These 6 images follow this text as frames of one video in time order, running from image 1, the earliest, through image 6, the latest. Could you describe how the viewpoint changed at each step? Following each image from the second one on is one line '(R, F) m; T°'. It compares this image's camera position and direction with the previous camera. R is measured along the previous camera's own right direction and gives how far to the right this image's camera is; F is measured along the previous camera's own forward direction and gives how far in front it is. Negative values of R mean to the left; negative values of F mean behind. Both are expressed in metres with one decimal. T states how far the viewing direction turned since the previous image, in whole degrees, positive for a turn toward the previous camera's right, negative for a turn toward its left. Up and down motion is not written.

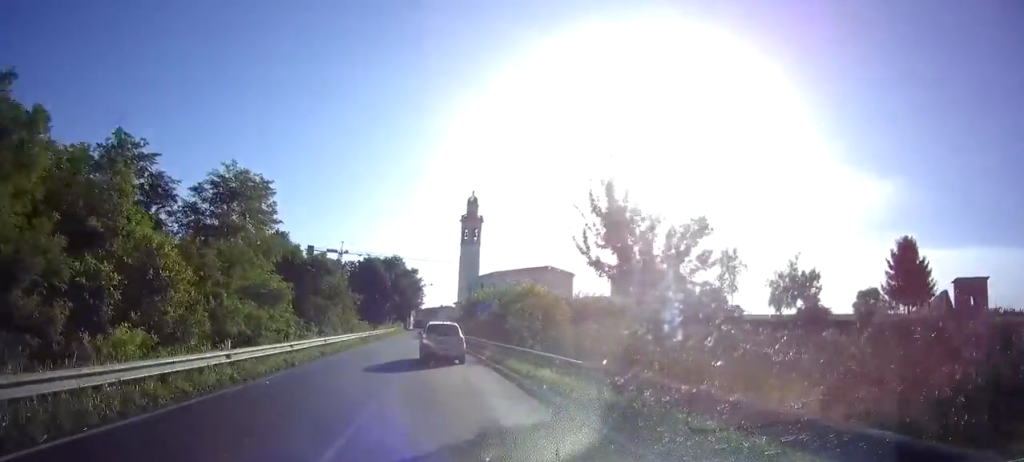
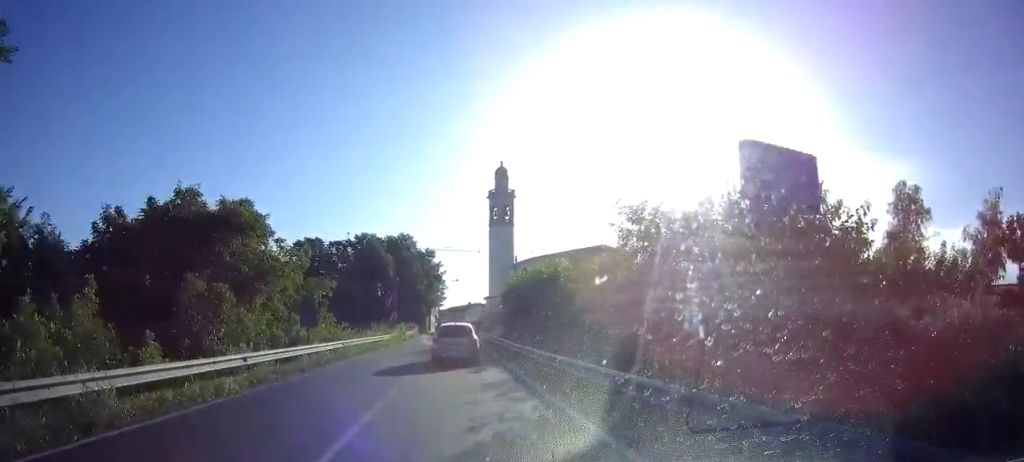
(-1.3, +30.0) m; -4°
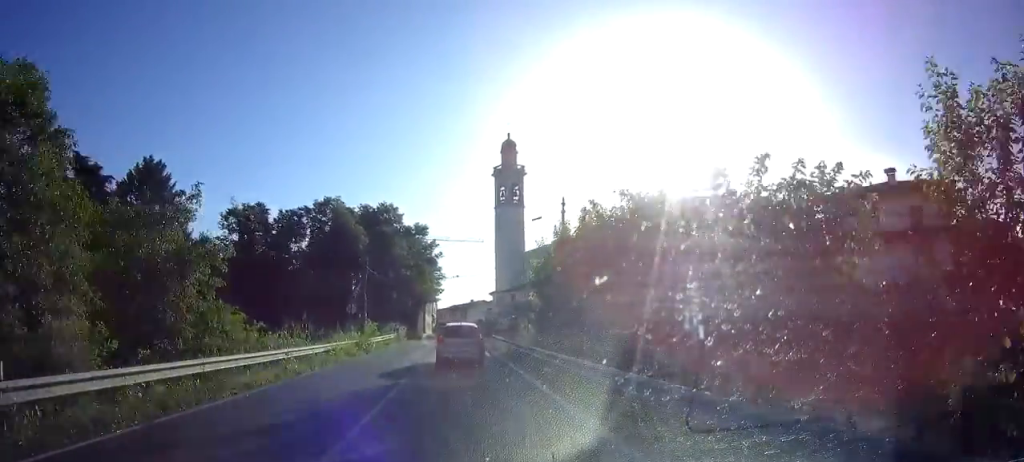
(-0.3, +20.4) m; -1°
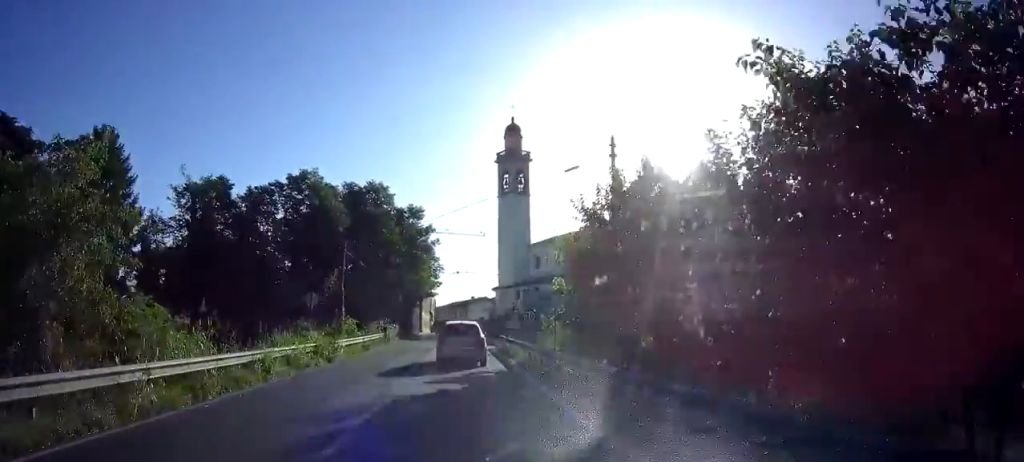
(0.0, +8.7) m; 0°
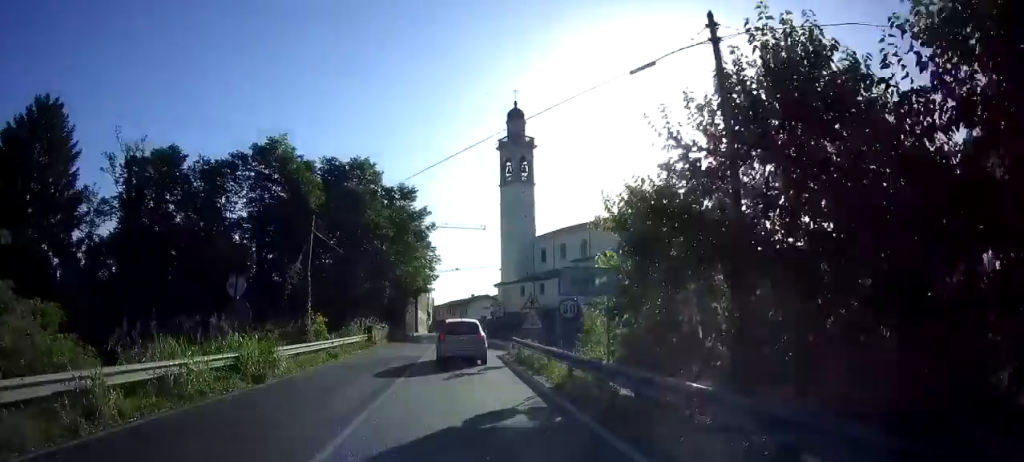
(0.0, +7.6) m; 0°
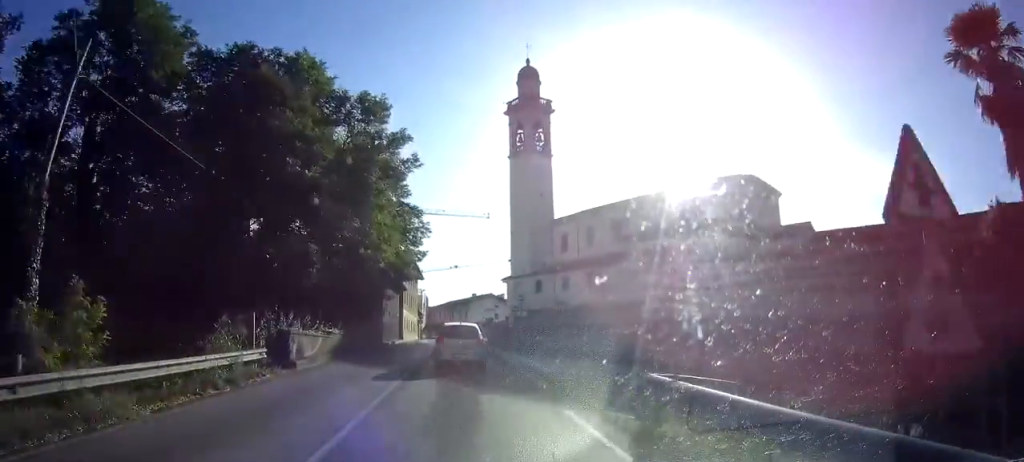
(0.0, +18.4) m; +2°
